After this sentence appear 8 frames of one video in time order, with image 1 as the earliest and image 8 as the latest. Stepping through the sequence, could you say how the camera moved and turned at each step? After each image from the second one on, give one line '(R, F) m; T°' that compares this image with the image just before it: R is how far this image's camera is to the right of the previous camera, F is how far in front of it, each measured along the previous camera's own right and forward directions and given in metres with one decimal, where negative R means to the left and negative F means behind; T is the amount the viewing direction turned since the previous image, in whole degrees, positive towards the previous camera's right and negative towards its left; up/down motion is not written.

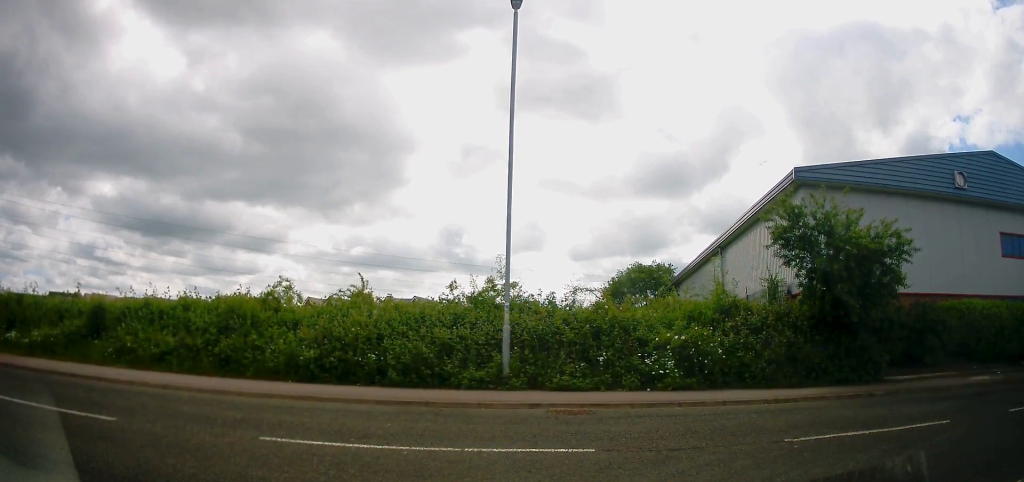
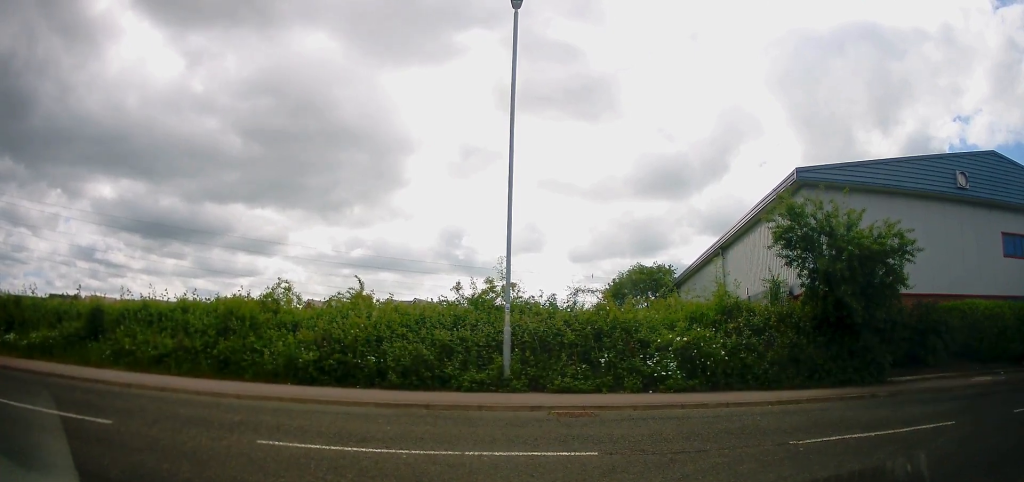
(0.0, +0.2) m; 0°
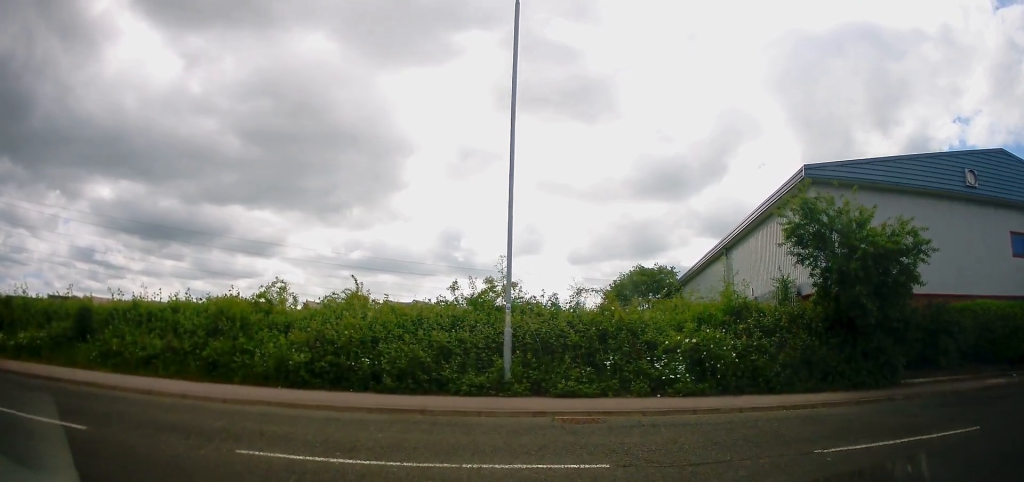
(-0.1, +0.6) m; +4°
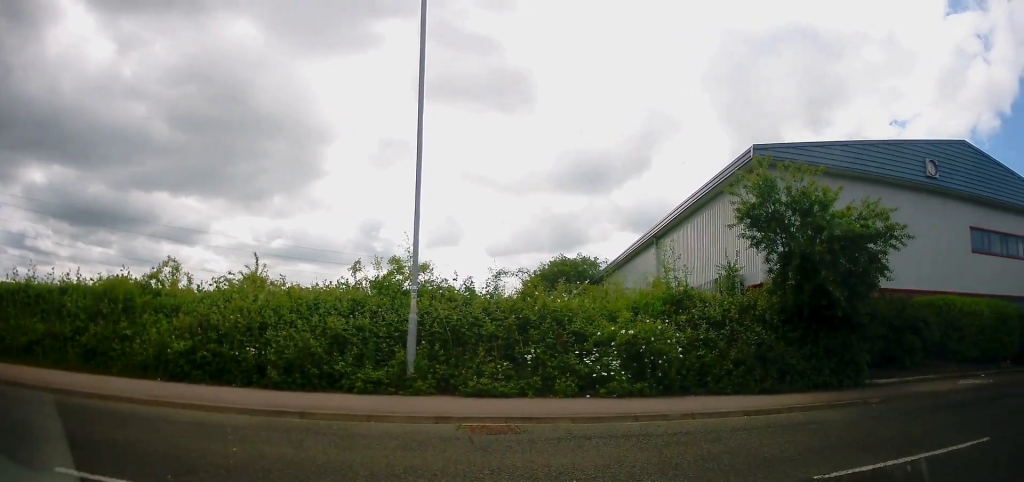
(+0.1, +1.6) m; +11°
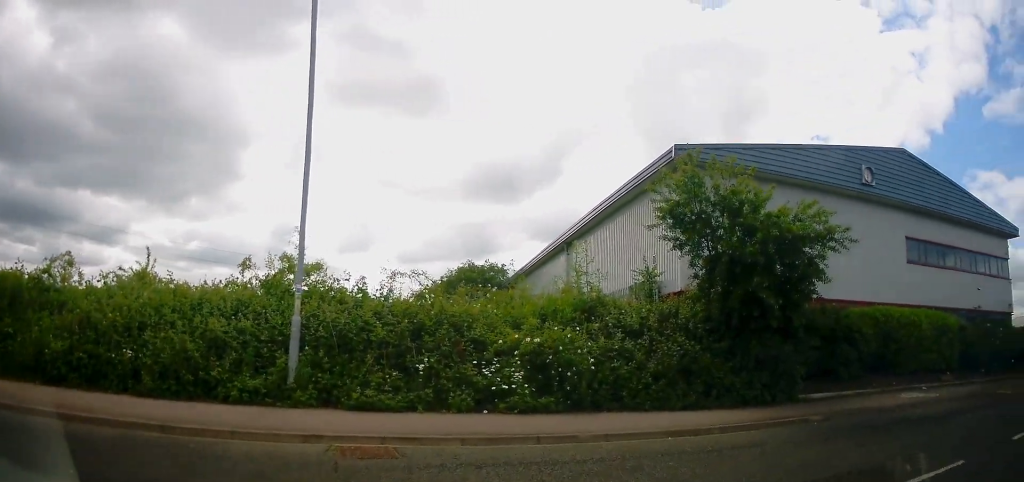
(+0.1, +1.1) m; +6°
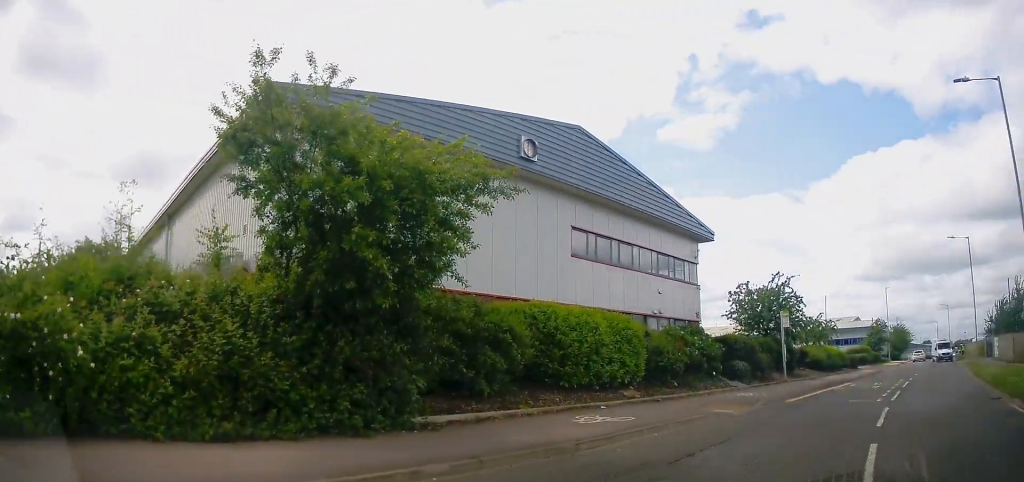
(+1.0, +3.9) m; +34°
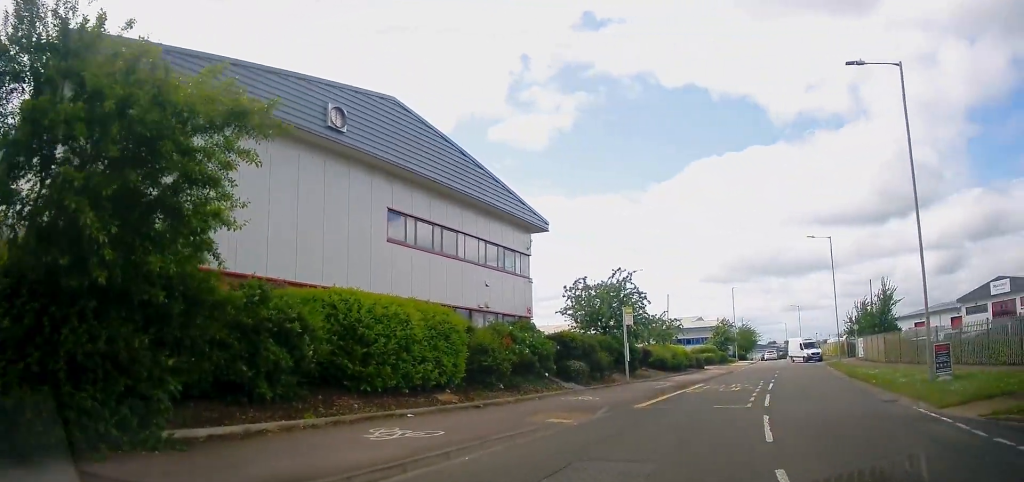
(+0.3, +2.2) m; +14°
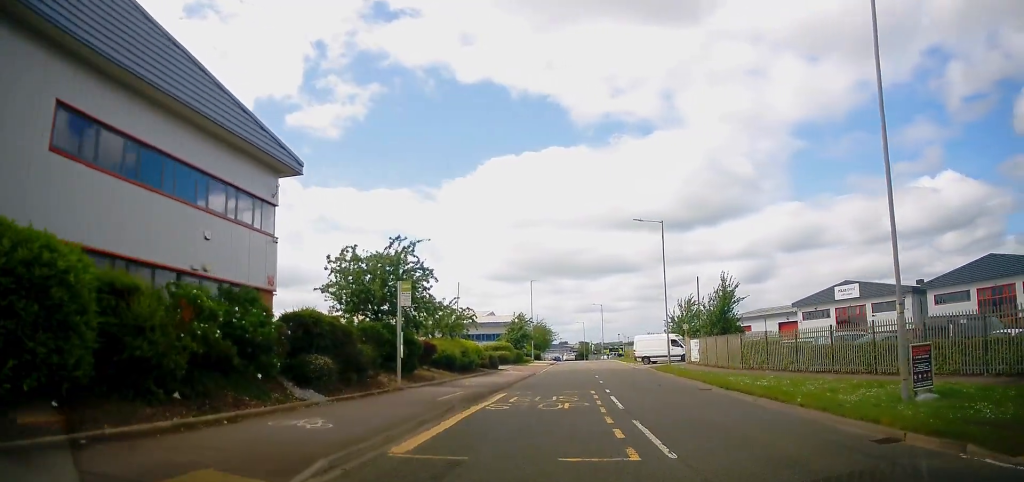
(+1.3, +7.5) m; +15°
